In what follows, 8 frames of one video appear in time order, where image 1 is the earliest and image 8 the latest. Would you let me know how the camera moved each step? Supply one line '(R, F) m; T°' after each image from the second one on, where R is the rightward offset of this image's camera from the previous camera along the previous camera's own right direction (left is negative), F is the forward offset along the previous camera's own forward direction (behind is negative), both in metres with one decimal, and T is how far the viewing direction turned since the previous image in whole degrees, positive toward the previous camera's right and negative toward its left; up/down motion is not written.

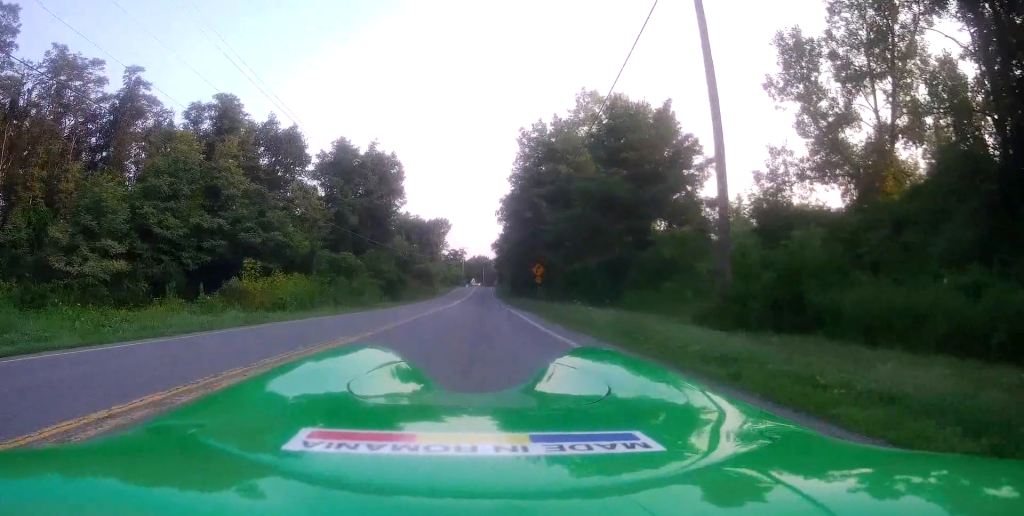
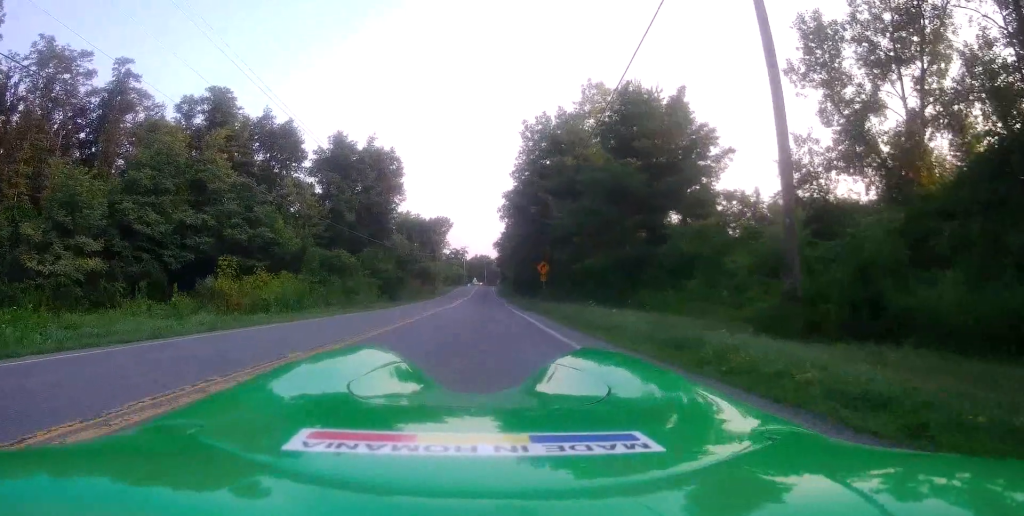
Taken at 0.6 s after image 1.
(0.0, +2.4) m; 0°
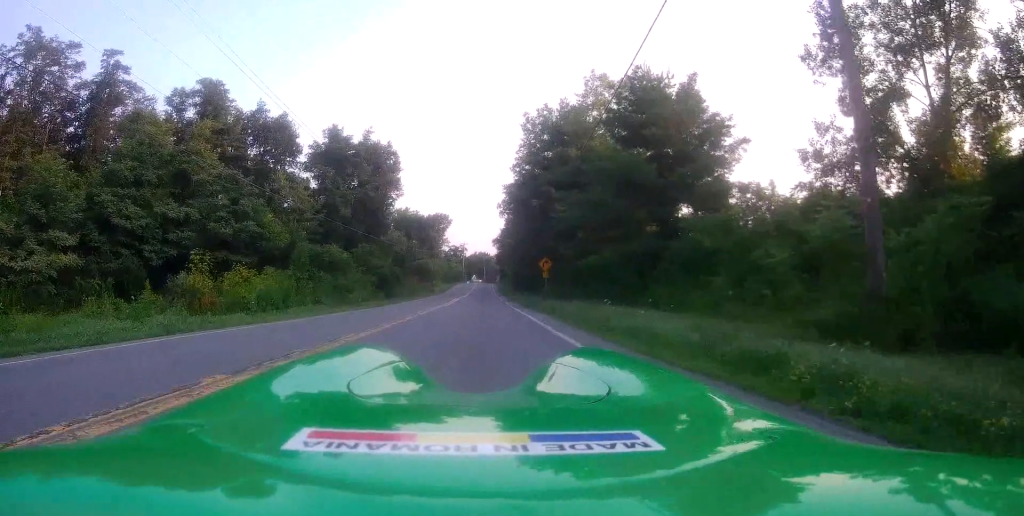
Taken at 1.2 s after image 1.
(-0.1, +2.2) m; +3°
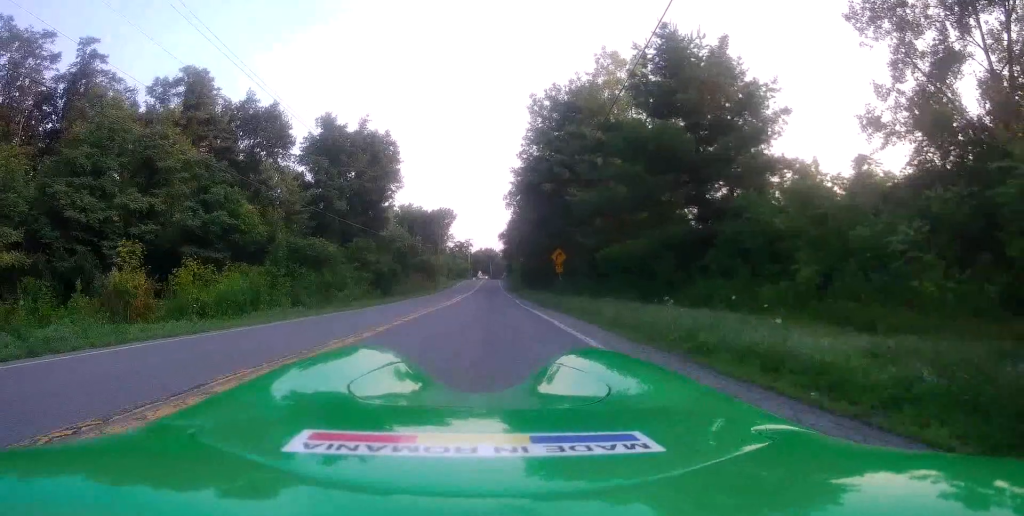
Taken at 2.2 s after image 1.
(+0.3, +4.4) m; -1°
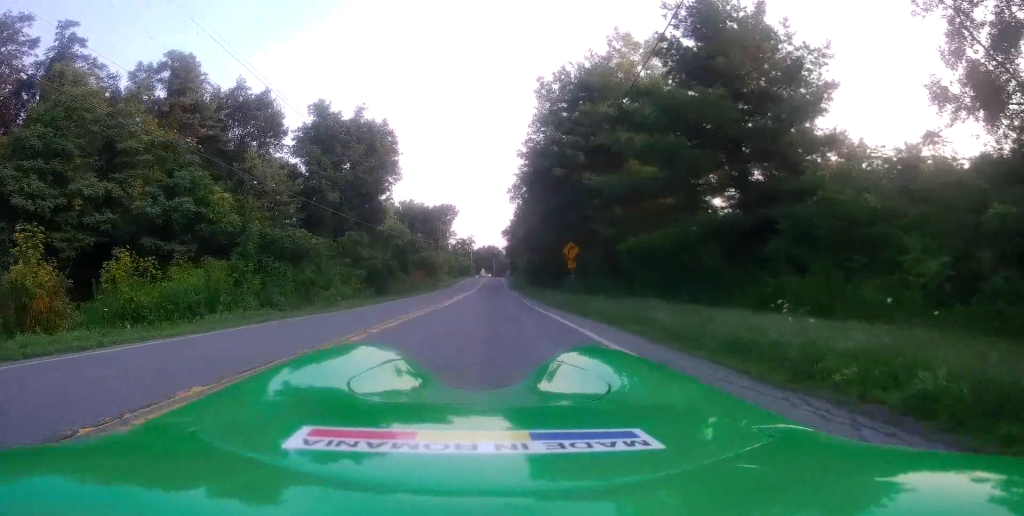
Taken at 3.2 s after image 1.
(-0.4, +3.9) m; -4°
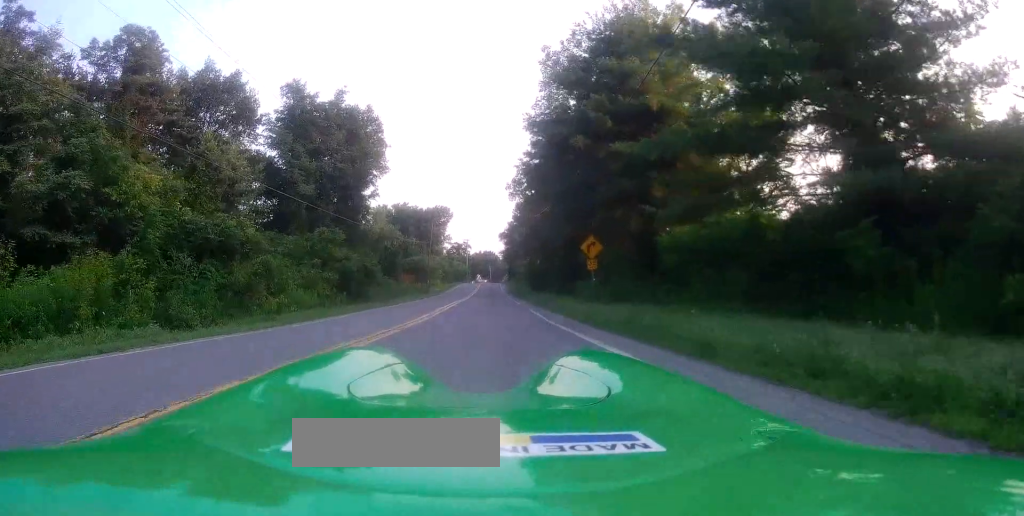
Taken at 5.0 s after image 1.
(+0.1, +7.5) m; +2°
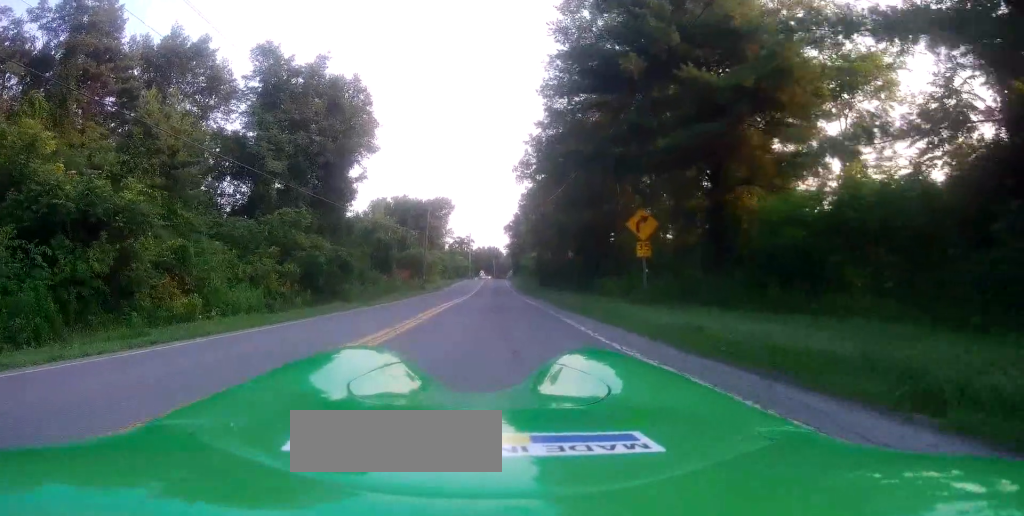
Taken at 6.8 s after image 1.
(0.0, +8.2) m; 0°
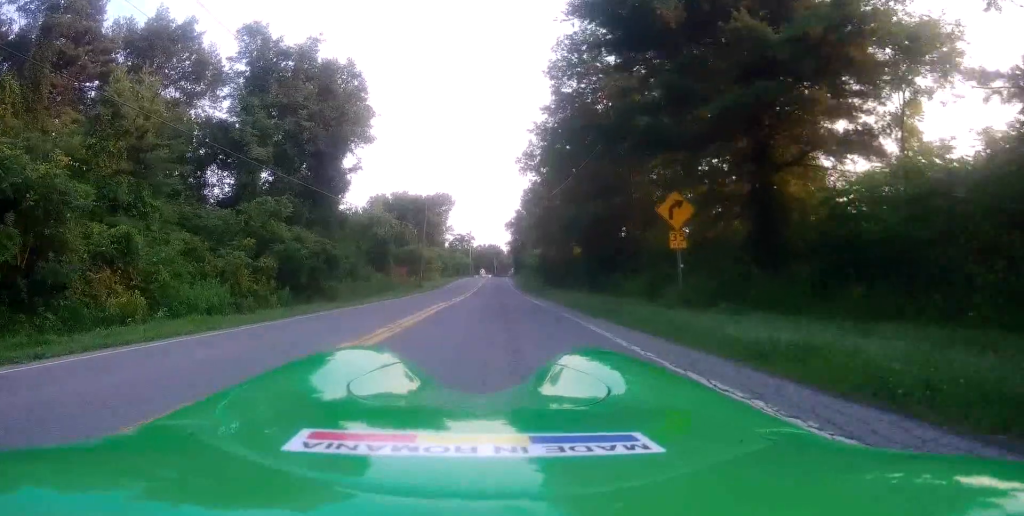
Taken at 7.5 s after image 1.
(+0.1, +3.3) m; 0°
